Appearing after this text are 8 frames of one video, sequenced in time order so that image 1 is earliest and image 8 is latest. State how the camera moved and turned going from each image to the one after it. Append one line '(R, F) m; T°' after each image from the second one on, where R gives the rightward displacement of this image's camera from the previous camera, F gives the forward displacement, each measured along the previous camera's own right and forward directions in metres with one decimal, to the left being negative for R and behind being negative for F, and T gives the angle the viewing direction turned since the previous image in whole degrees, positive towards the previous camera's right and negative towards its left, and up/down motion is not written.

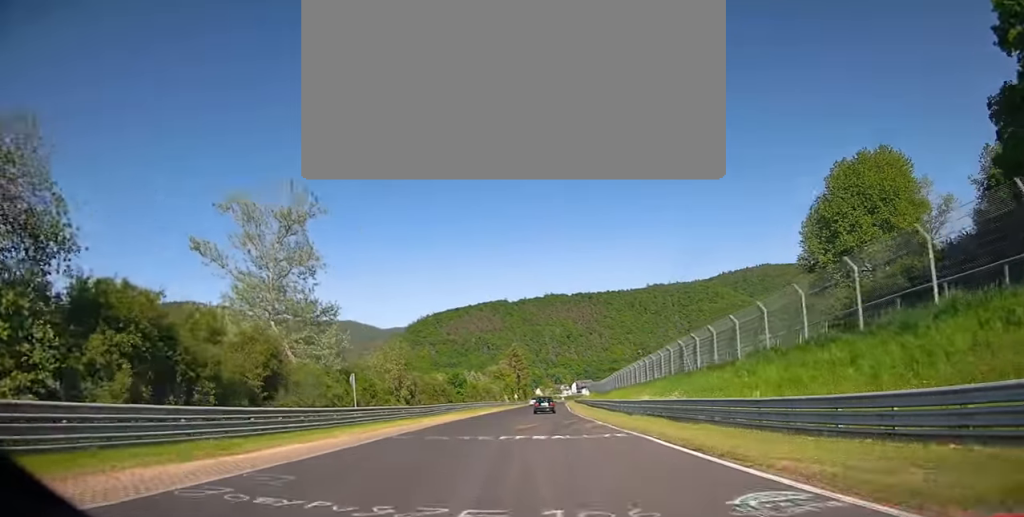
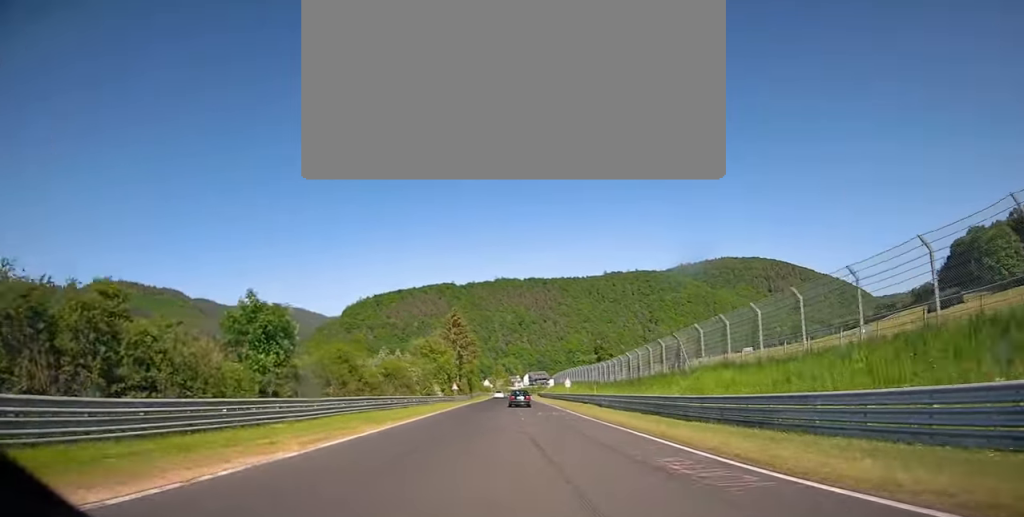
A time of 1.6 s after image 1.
(+4.6, +54.3) m; +6°
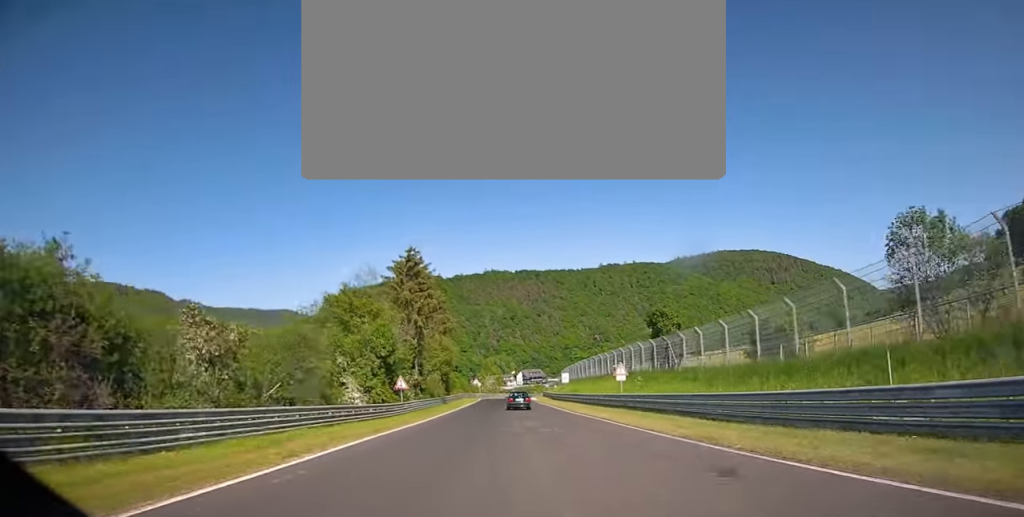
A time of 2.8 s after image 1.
(+0.6, +44.6) m; +2°
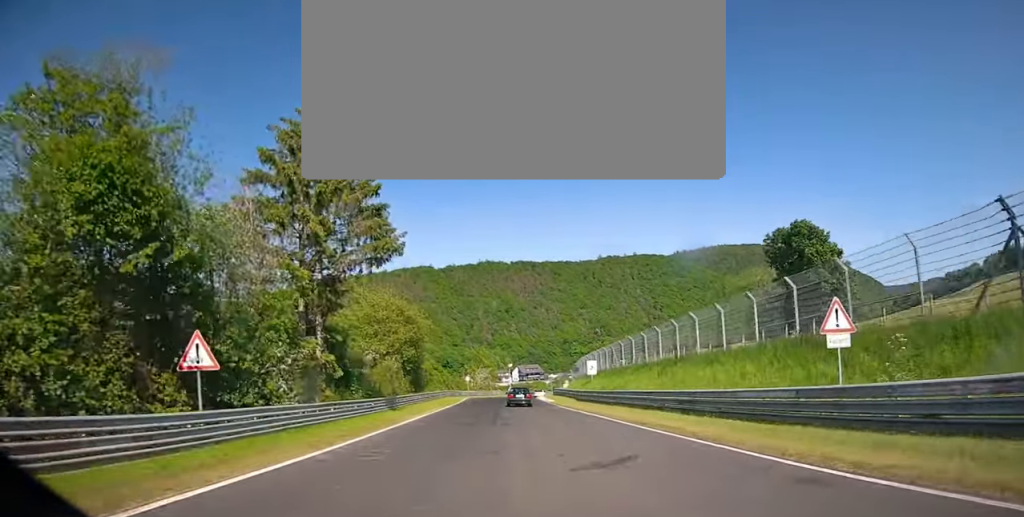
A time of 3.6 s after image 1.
(+0.5, +31.9) m; +1°
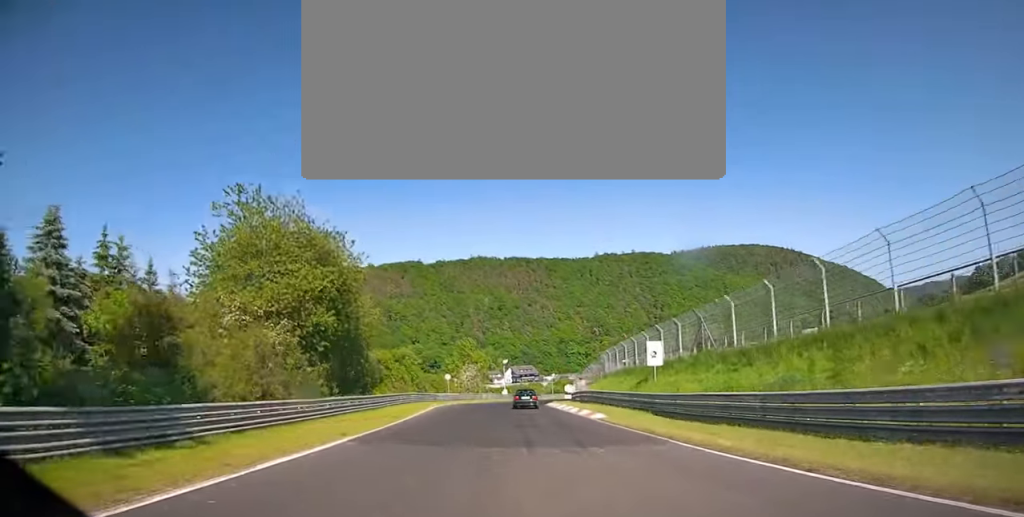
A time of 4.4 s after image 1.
(-0.1, +27.8) m; 0°
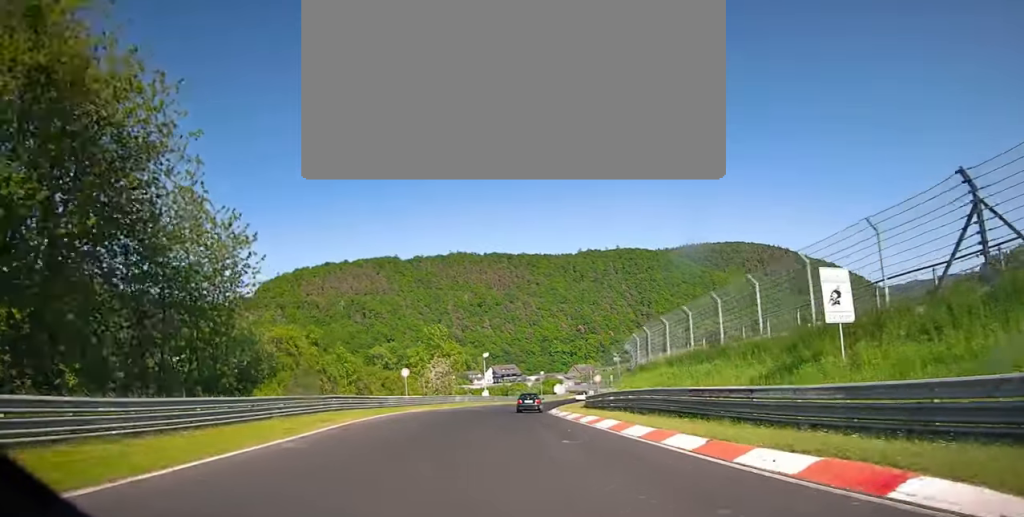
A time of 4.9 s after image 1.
(+0.2, +21.6) m; +2°
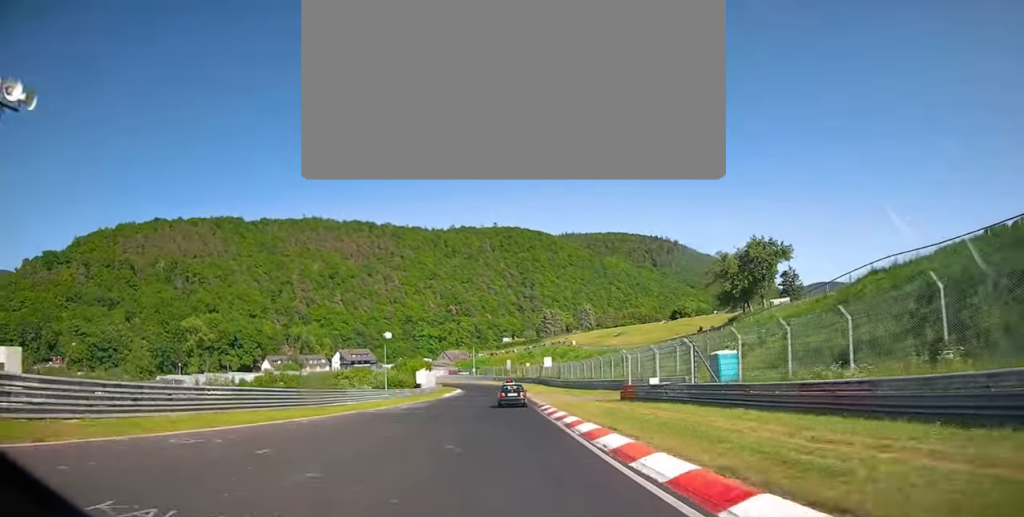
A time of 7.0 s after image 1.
(+5.9, +70.4) m; +11°
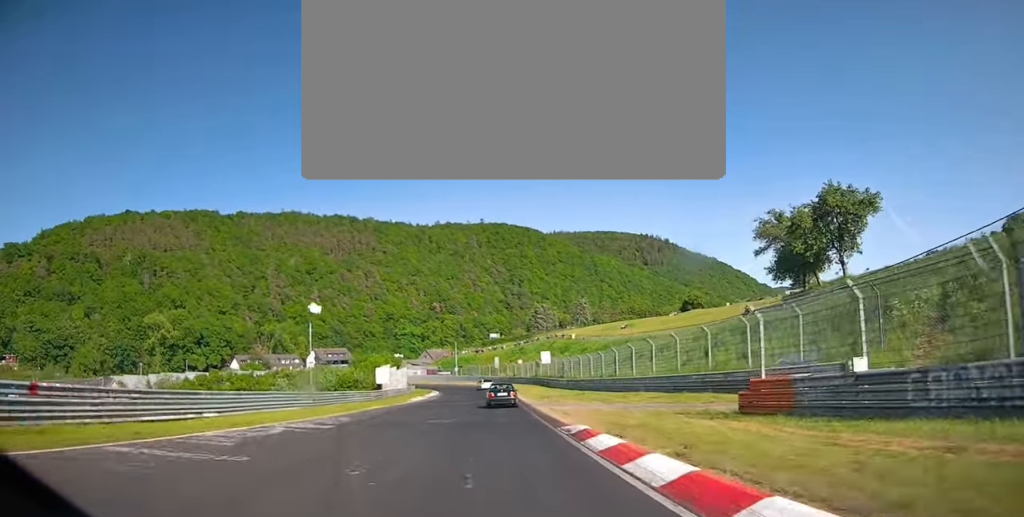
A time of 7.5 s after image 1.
(+0.4, +18.3) m; +3°
